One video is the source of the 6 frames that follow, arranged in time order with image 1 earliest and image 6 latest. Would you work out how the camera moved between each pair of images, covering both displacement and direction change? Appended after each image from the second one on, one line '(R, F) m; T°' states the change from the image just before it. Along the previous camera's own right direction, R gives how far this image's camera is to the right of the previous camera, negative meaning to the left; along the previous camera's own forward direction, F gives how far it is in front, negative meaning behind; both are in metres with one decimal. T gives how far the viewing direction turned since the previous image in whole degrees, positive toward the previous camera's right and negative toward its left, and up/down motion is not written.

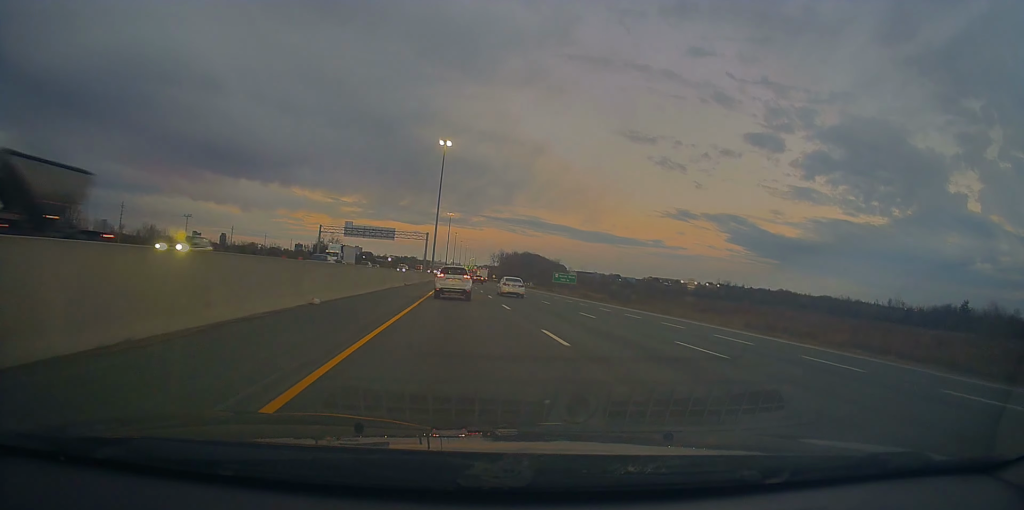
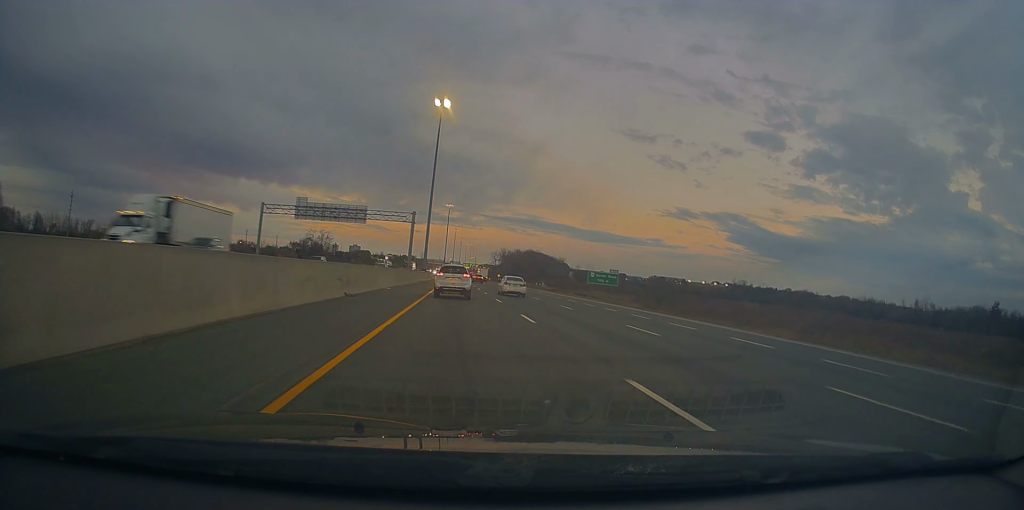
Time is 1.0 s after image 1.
(-0.8, +30.7) m; -1°
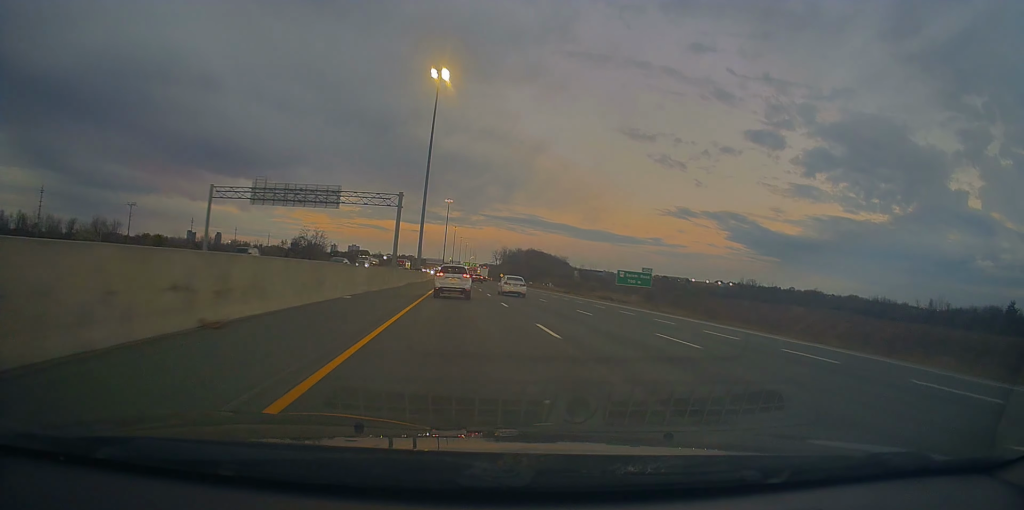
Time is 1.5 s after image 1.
(+0.1, +15.5) m; 0°
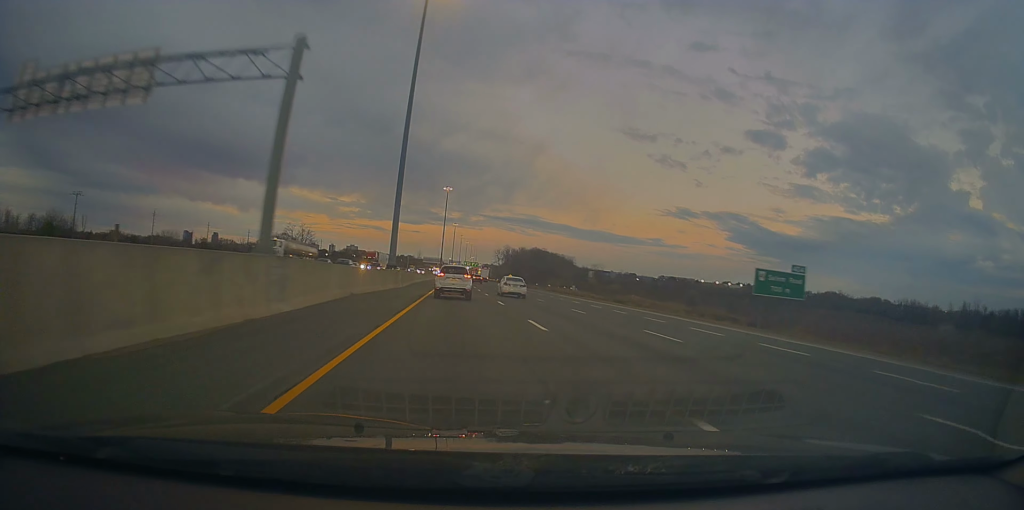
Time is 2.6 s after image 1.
(+0.3, +34.2) m; 0°
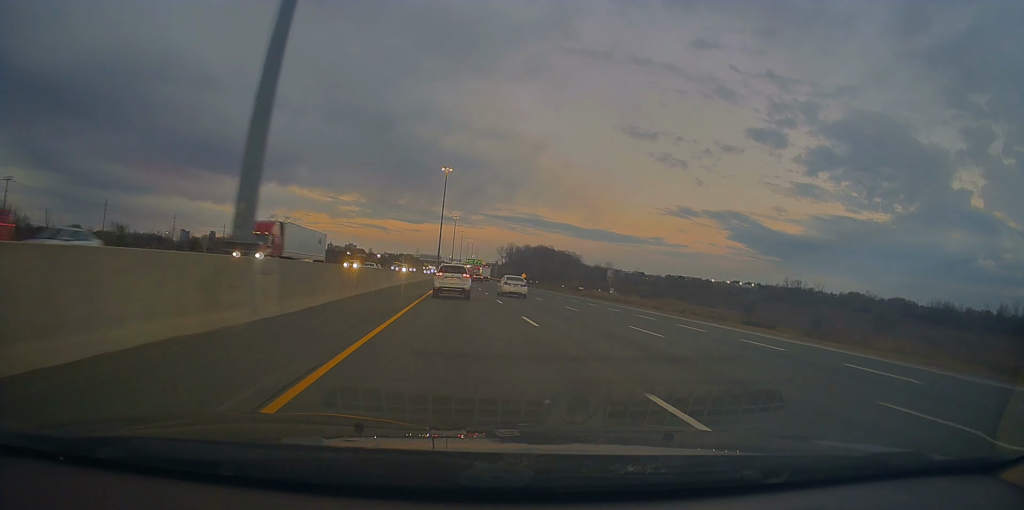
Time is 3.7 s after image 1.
(0.0, +34.4) m; 0°
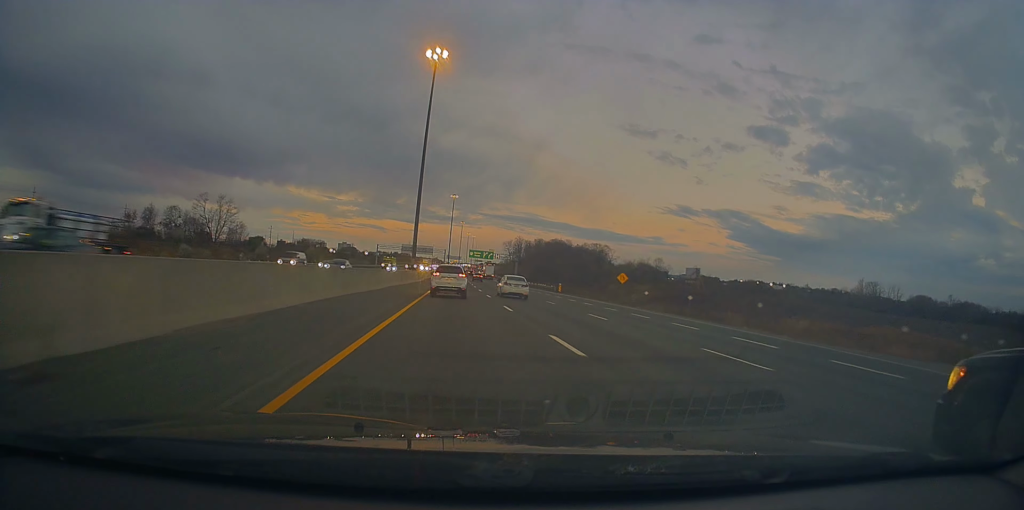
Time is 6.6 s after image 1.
(-0.7, +89.1) m; 0°
